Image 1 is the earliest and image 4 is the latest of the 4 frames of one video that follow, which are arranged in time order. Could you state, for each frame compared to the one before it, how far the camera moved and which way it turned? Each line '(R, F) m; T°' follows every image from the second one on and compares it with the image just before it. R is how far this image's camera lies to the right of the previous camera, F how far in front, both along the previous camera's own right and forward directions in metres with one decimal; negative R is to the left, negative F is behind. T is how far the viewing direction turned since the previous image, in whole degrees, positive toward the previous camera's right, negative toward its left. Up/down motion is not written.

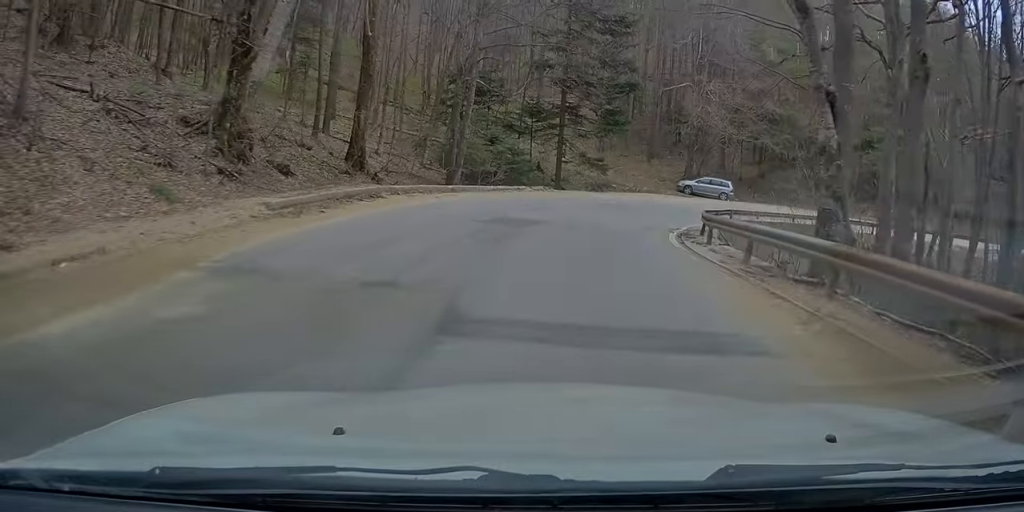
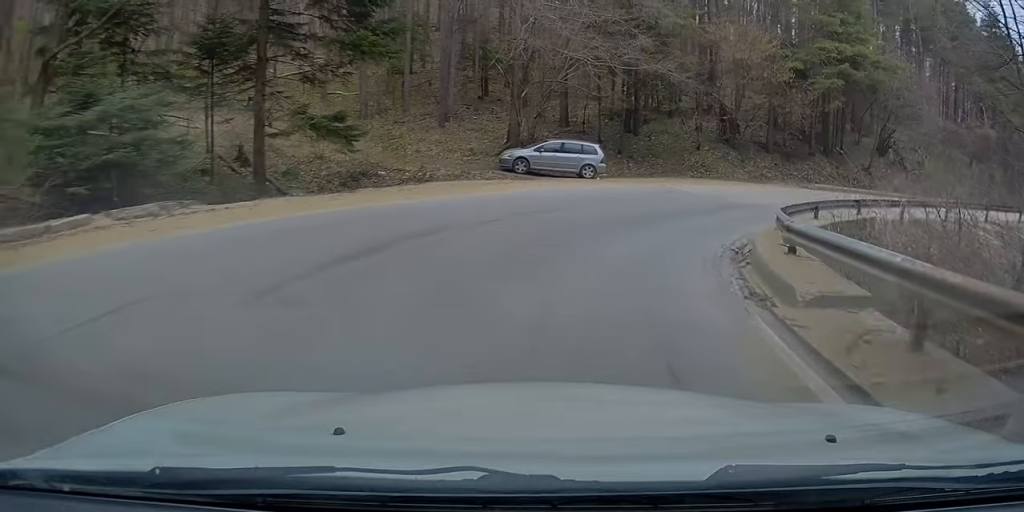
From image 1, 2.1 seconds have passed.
(+2.1, +21.7) m; +19°
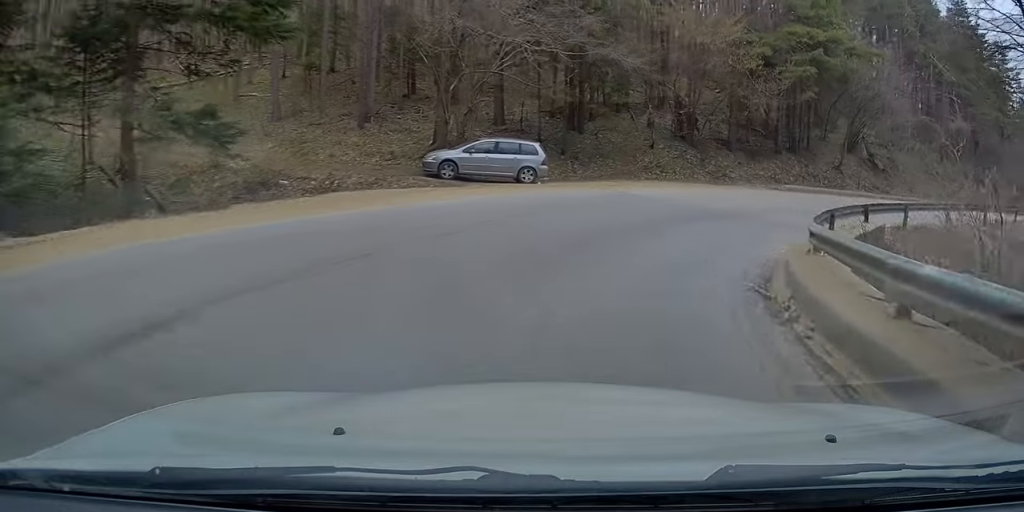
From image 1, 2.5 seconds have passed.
(0.0, +3.8) m; +6°
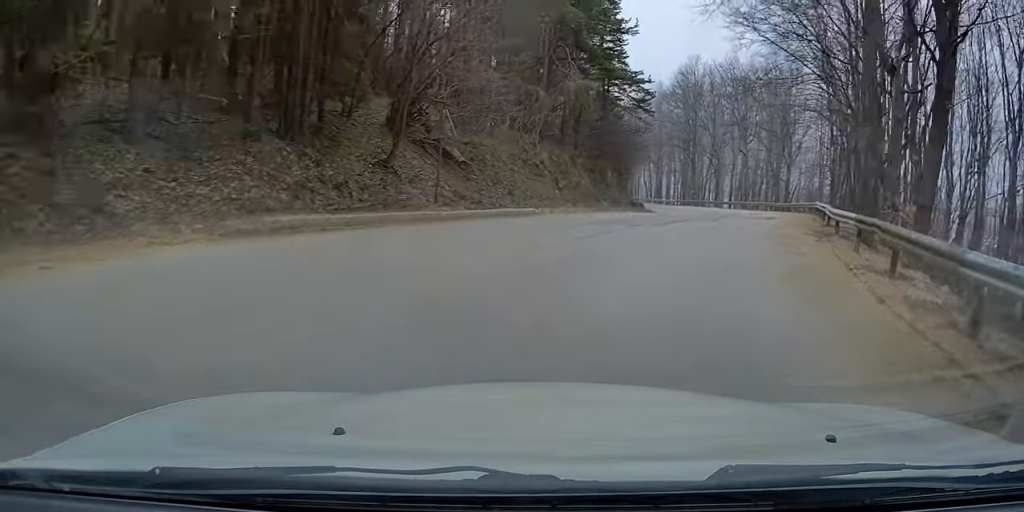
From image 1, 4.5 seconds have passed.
(+5.9, +16.5) m; +38°
